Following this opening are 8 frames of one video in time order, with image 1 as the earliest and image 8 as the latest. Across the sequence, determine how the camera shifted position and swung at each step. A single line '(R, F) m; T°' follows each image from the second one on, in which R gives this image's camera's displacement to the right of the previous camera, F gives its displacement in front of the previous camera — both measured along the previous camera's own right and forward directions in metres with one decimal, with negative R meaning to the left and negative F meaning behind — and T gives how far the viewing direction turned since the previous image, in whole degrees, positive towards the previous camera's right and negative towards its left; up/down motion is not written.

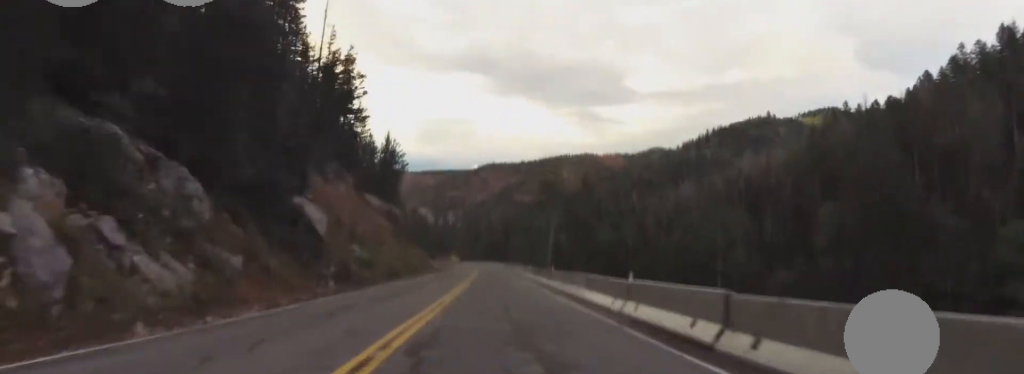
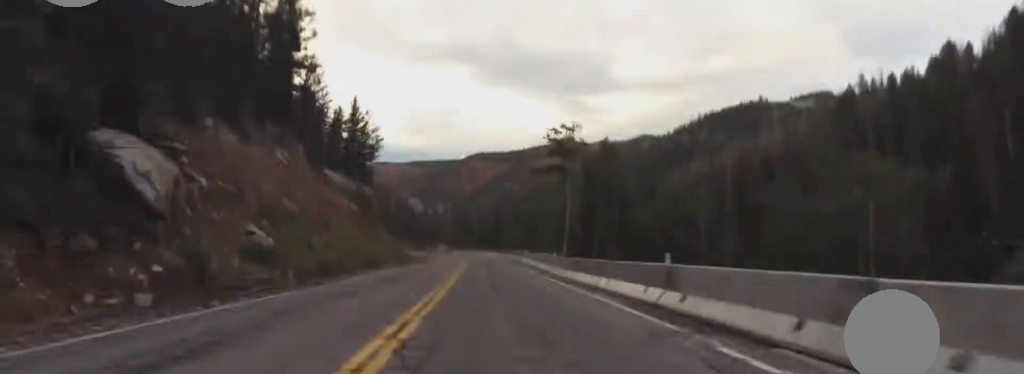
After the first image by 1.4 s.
(-0.6, +22.0) m; -4°
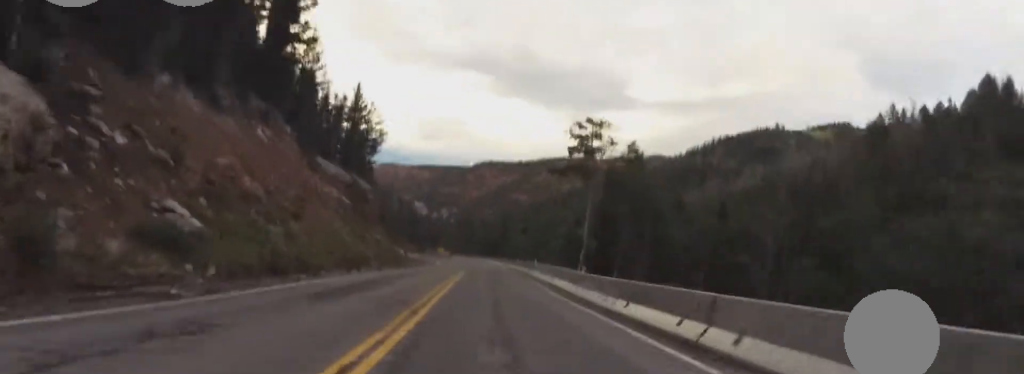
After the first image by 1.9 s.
(-0.3, +8.5) m; -1°
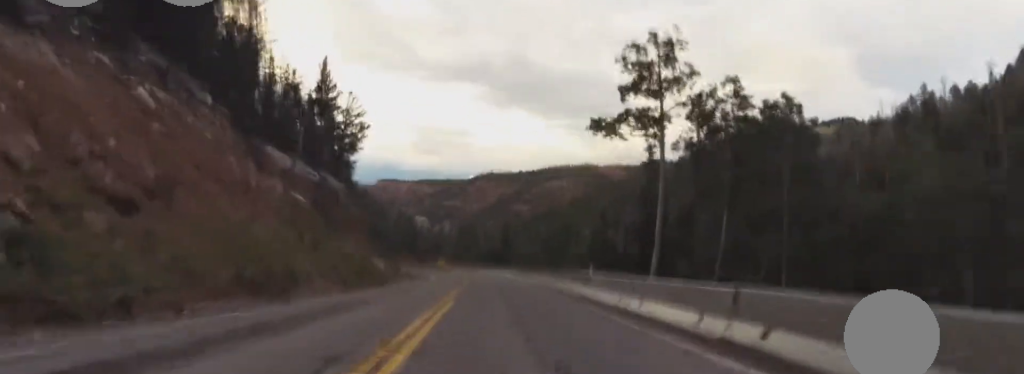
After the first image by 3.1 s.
(+0.8, +18.8) m; +3°
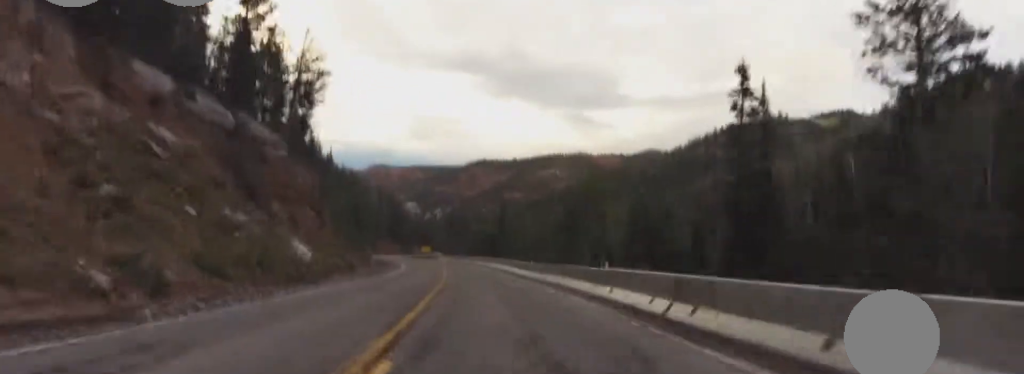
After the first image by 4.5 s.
(0.0, +22.4) m; -2°
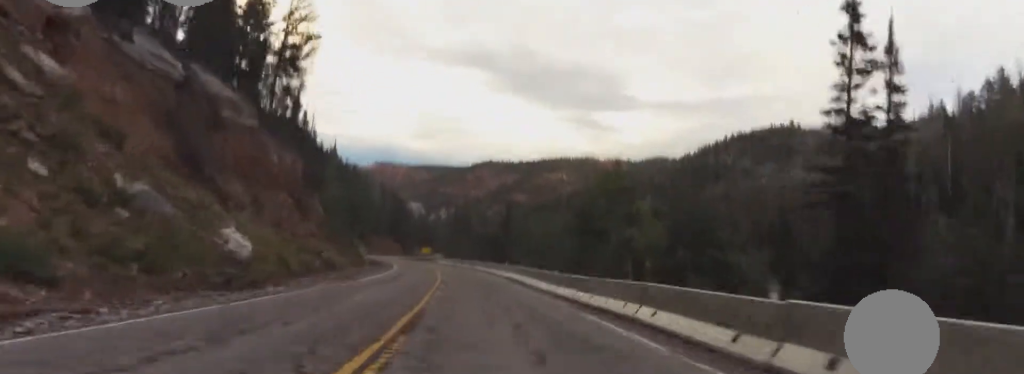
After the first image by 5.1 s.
(-0.2, +9.9) m; -1°
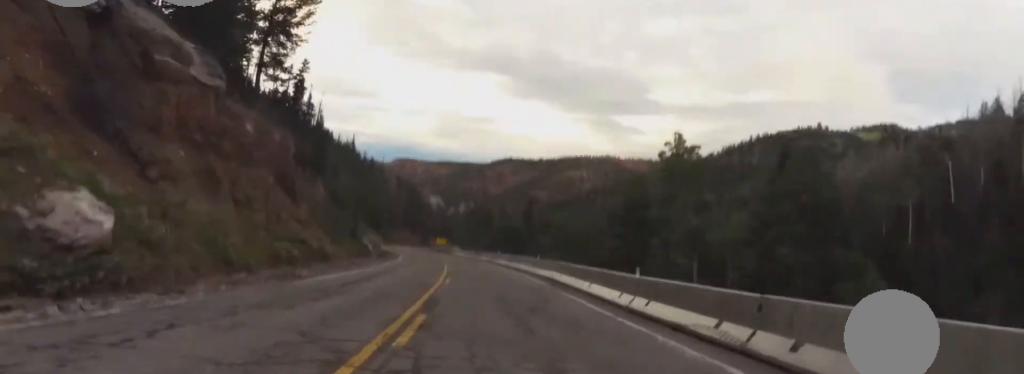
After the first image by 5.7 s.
(-0.5, +11.1) m; +1°
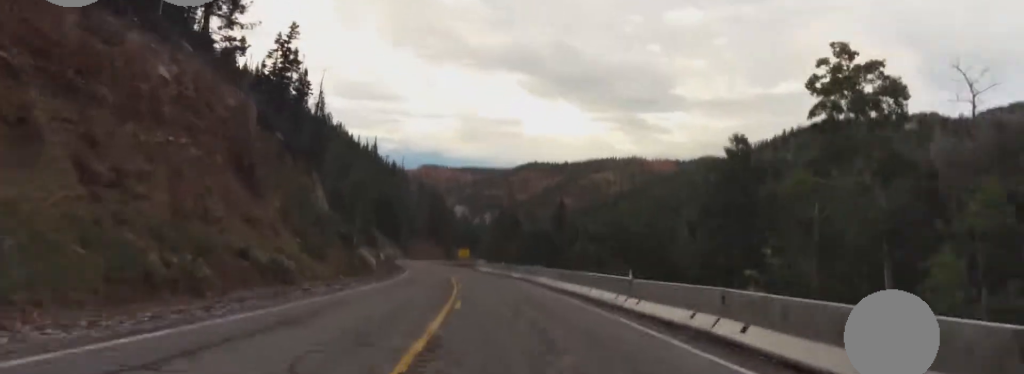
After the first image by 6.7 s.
(+0.9, +16.4) m; 0°
